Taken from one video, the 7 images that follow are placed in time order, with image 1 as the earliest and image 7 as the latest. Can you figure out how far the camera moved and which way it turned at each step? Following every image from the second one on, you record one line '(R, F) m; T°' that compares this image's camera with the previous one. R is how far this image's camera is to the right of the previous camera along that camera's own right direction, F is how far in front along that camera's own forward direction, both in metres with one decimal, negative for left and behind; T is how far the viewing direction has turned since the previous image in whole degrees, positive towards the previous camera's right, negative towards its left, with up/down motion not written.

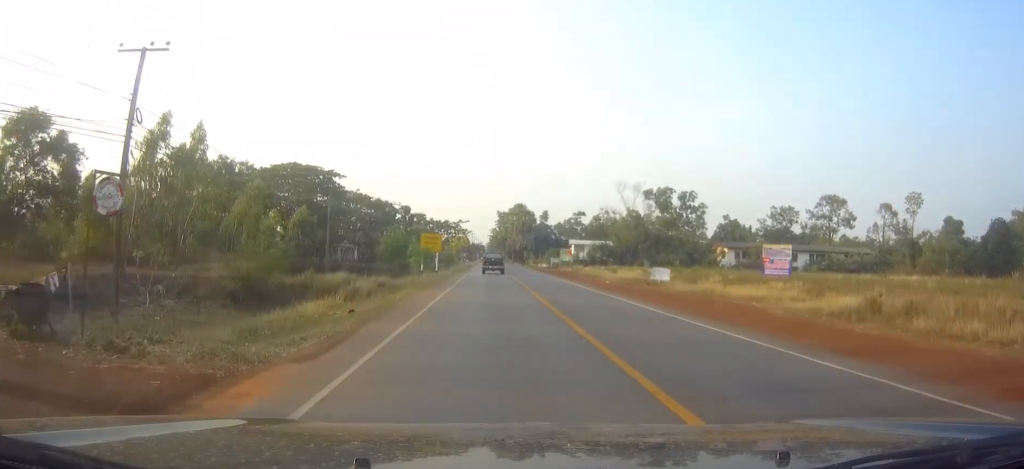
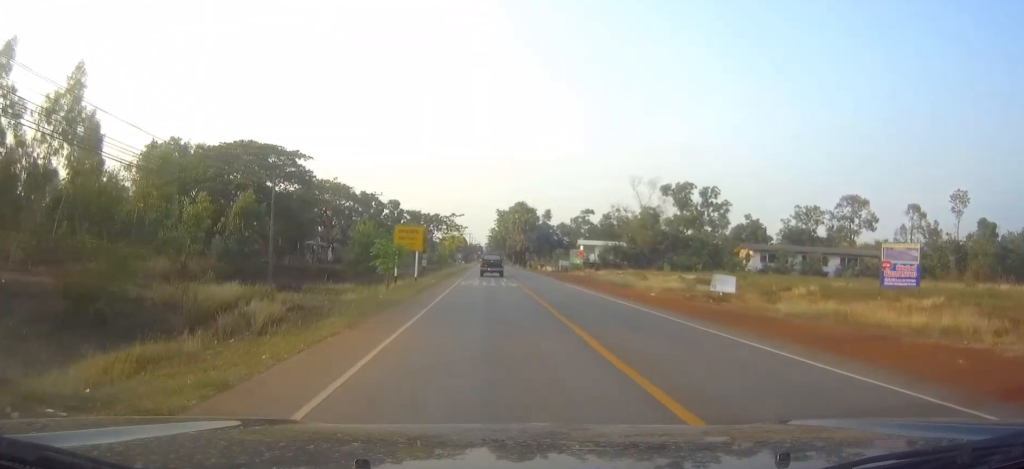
(0.0, +15.5) m; 0°
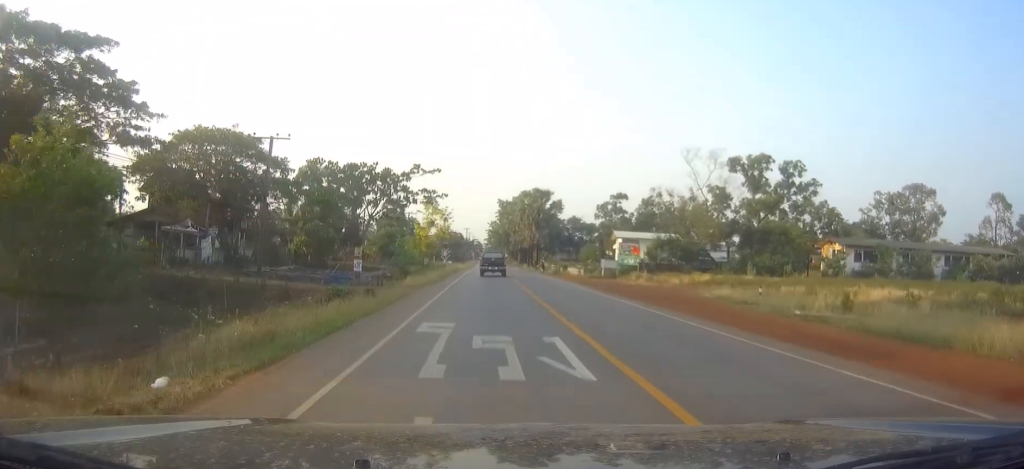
(0.0, +37.4) m; 0°
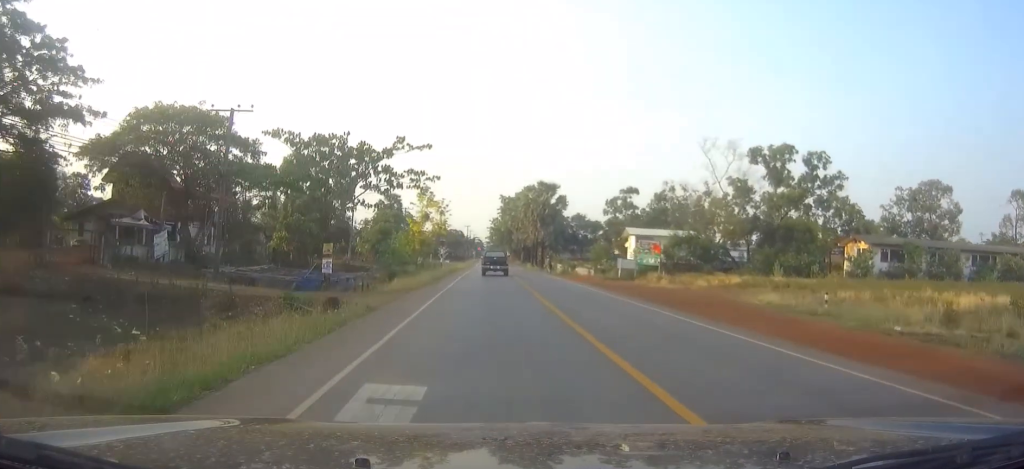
(0.0, +7.2) m; 0°
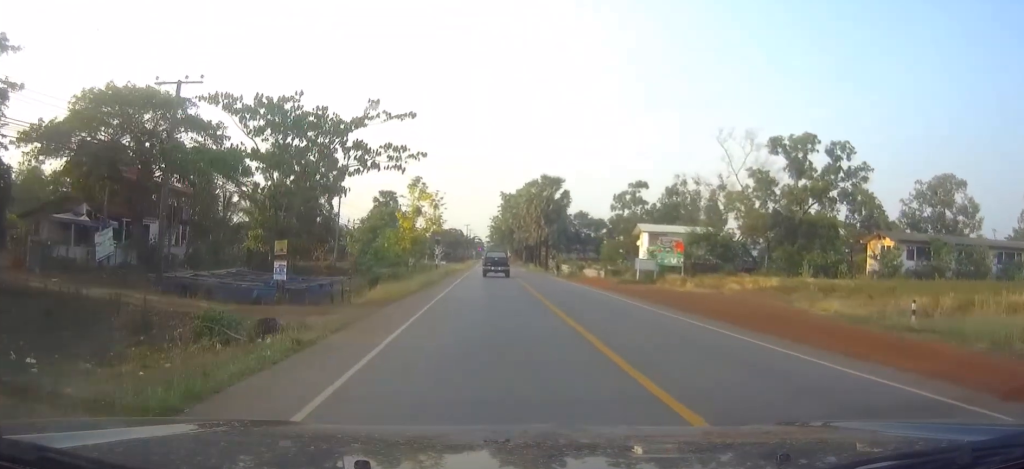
(0.0, +7.2) m; 0°
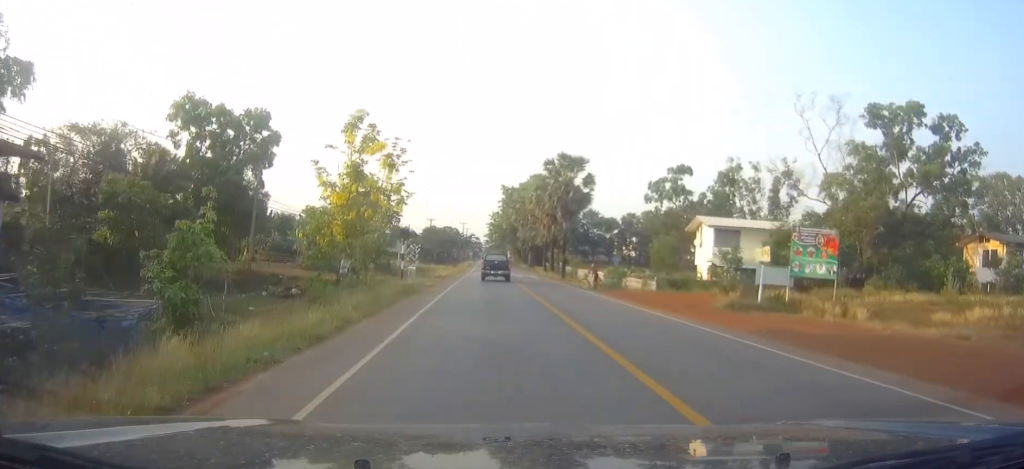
(-0.1, +23.5) m; 0°
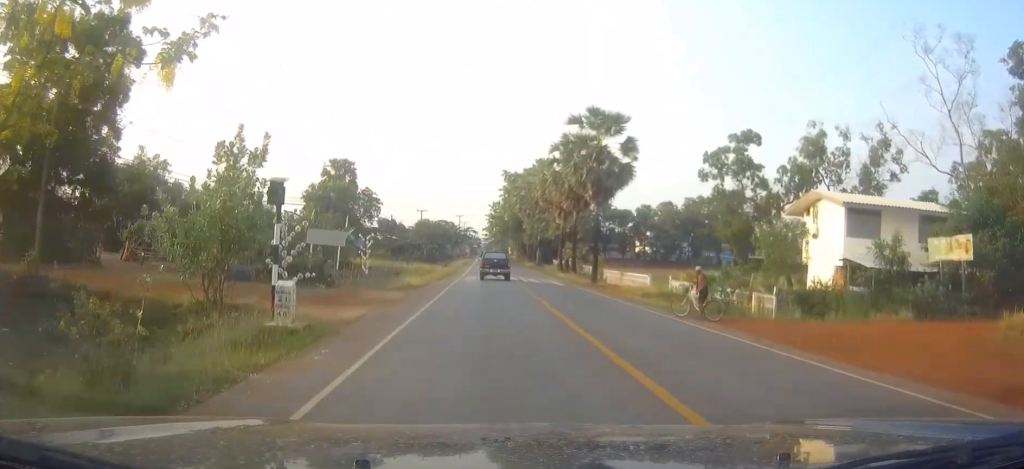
(+0.1, +21.5) m; +1°
